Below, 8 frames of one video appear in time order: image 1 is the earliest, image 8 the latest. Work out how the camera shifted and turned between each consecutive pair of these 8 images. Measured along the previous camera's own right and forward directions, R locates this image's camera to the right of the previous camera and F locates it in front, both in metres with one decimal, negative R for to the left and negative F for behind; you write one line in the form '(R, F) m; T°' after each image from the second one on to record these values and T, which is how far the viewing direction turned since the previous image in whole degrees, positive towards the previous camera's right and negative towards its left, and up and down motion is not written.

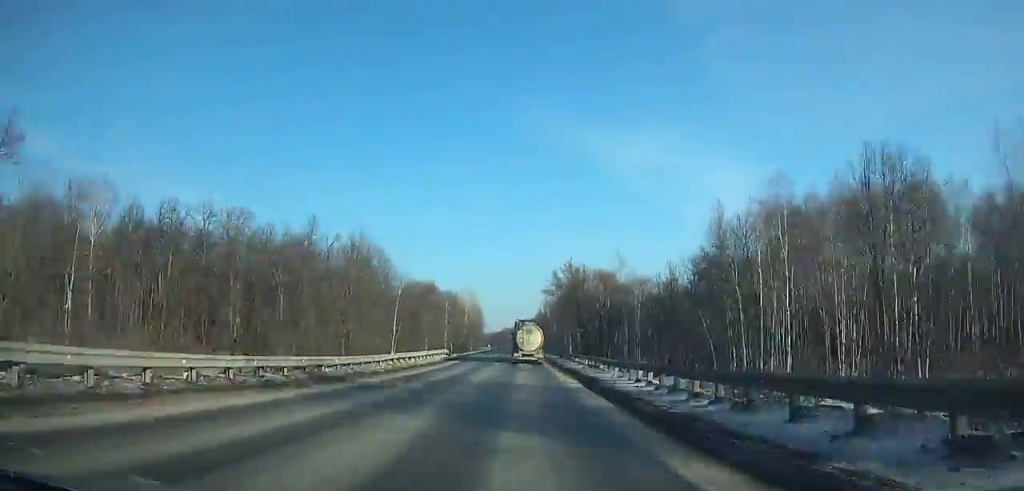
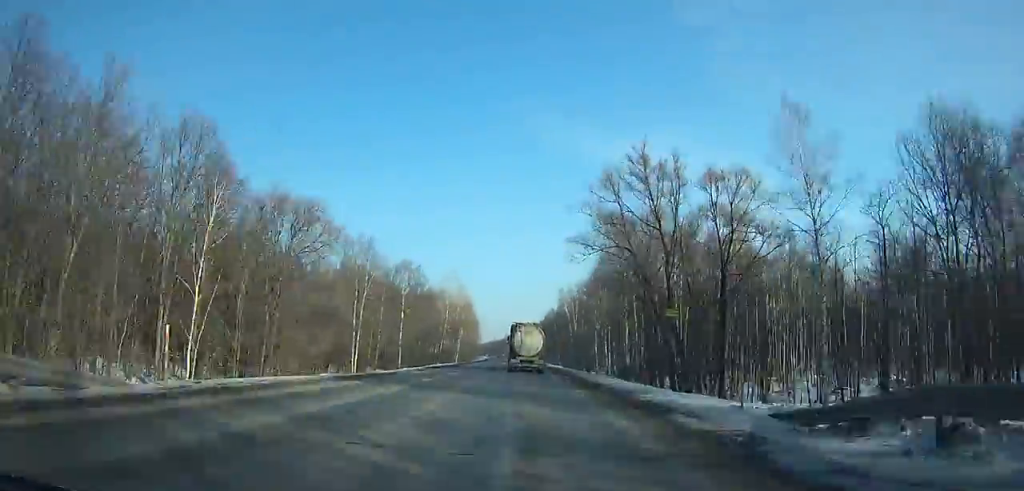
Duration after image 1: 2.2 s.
(-0.6, +59.5) m; -1°
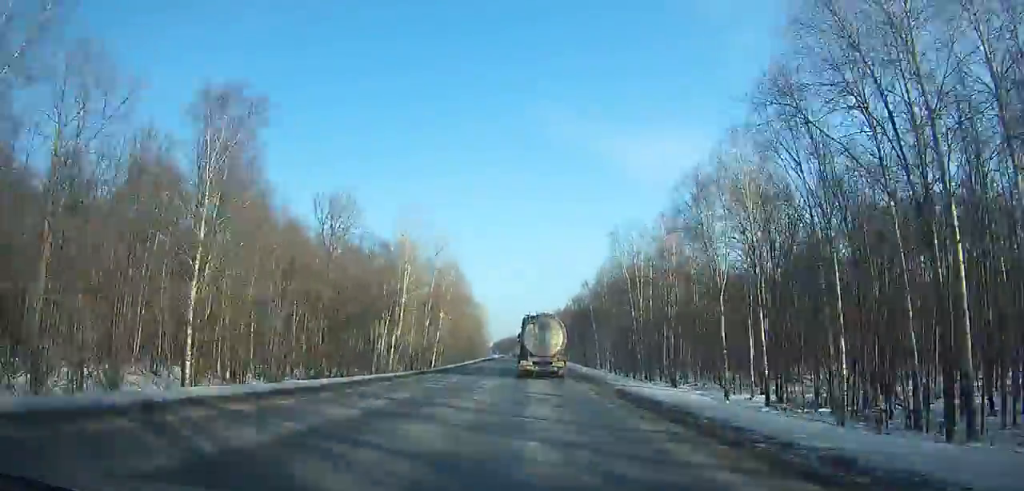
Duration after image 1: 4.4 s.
(-0.4, +60.8) m; -2°
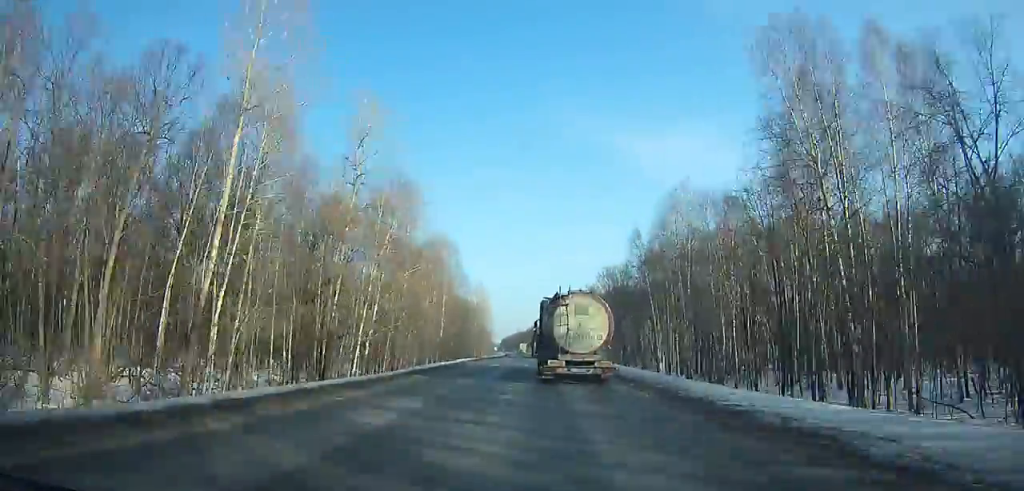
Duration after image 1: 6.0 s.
(-1.0, +45.2) m; -1°
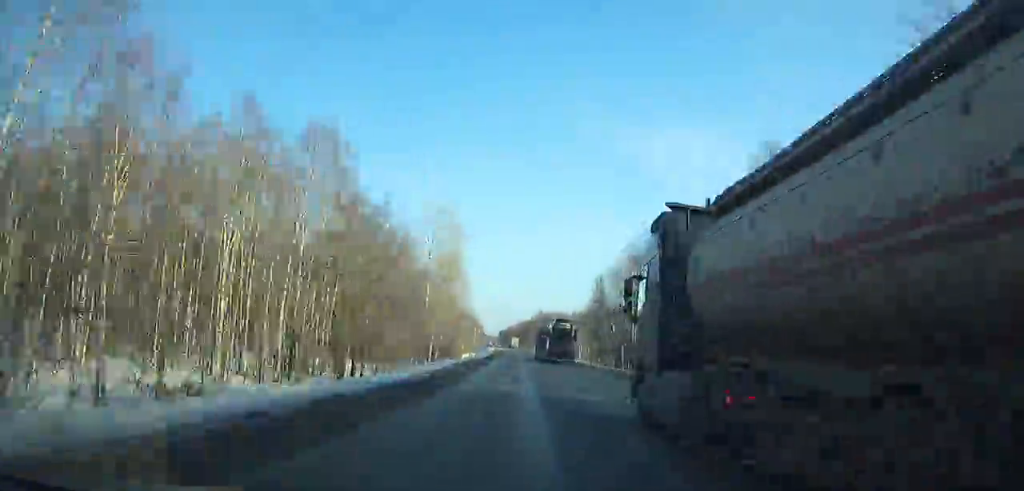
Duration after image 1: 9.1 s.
(-0.6, +87.0) m; 0°
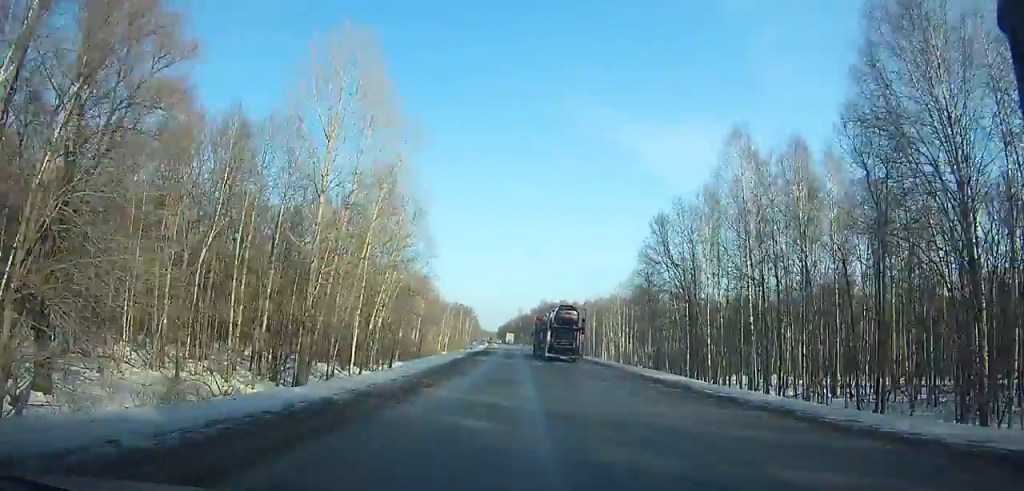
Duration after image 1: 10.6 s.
(0.0, +41.4) m; 0°
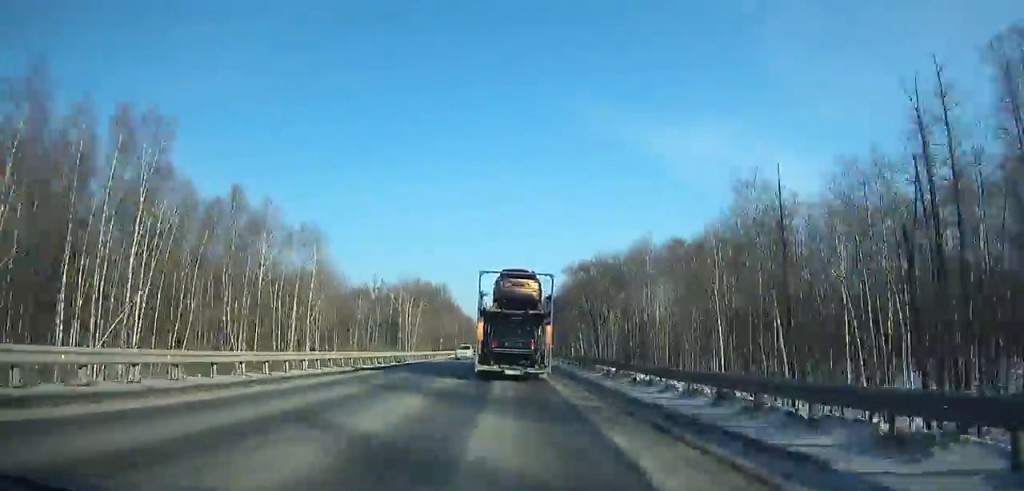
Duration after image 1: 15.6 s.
(-1.2, +127.6) m; -2°
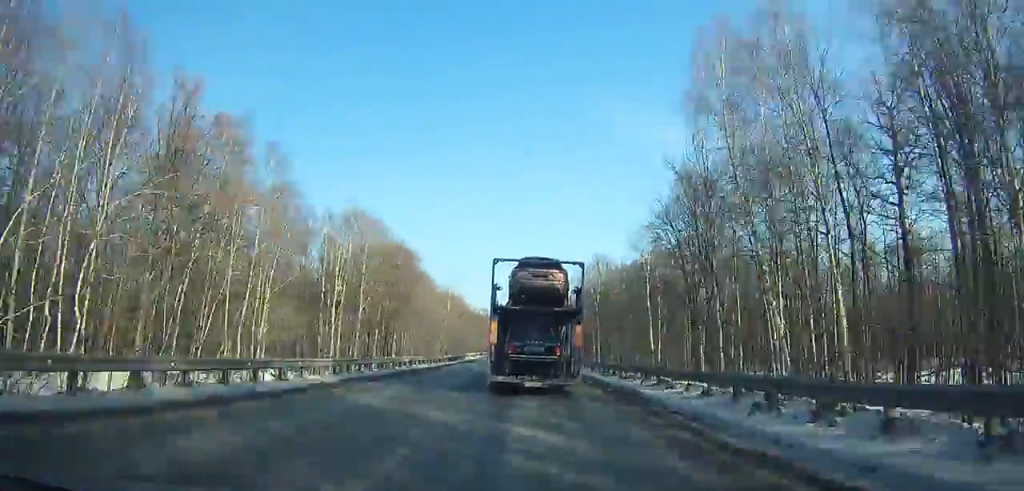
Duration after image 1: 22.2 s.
(-4.0, +149.9) m; -2°
